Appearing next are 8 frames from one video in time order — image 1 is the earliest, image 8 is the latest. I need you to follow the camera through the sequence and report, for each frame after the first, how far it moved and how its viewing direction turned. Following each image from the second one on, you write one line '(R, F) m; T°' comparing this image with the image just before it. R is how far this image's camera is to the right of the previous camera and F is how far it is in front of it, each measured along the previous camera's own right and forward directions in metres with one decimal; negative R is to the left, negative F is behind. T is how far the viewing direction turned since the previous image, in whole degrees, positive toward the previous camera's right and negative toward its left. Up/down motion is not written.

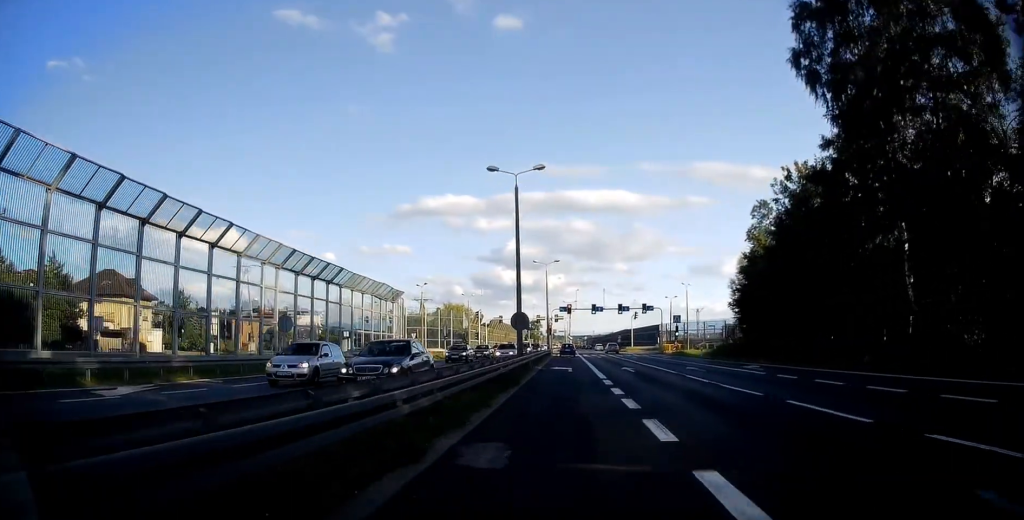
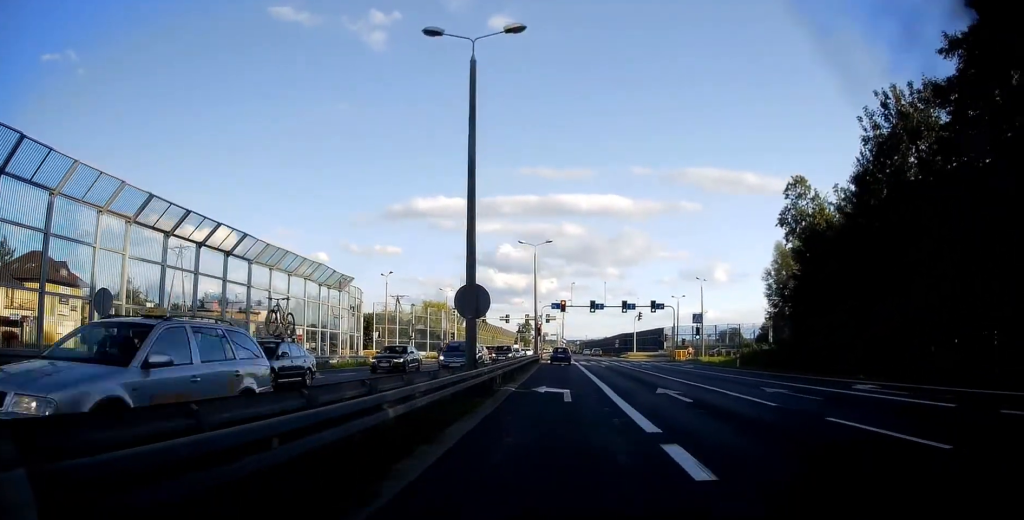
(+0.1, +14.0) m; 0°
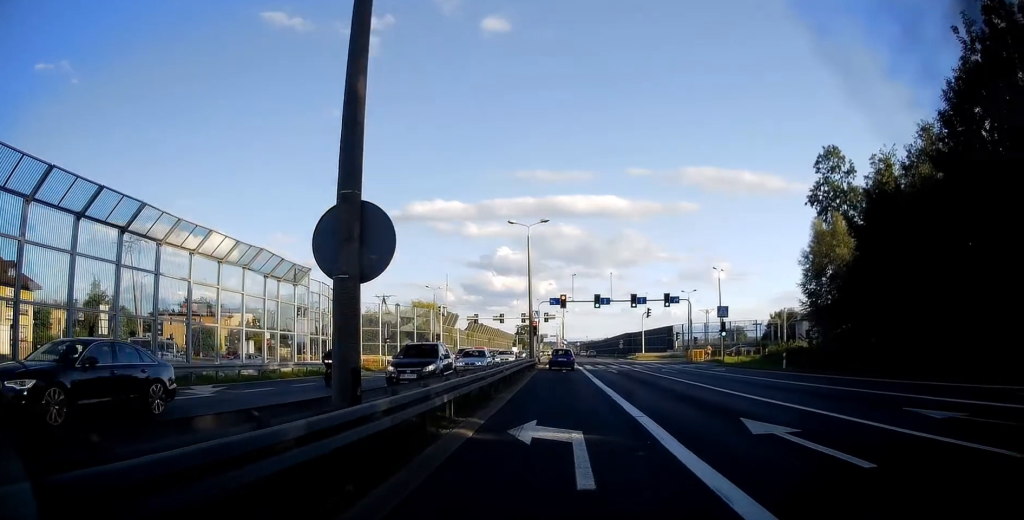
(-0.1, +8.9) m; -3°
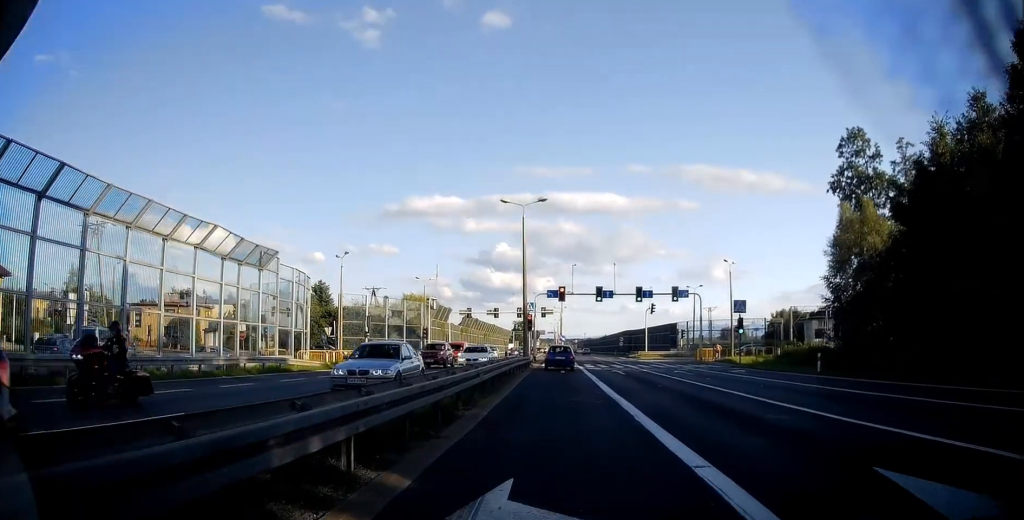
(-0.2, +4.8) m; -1°
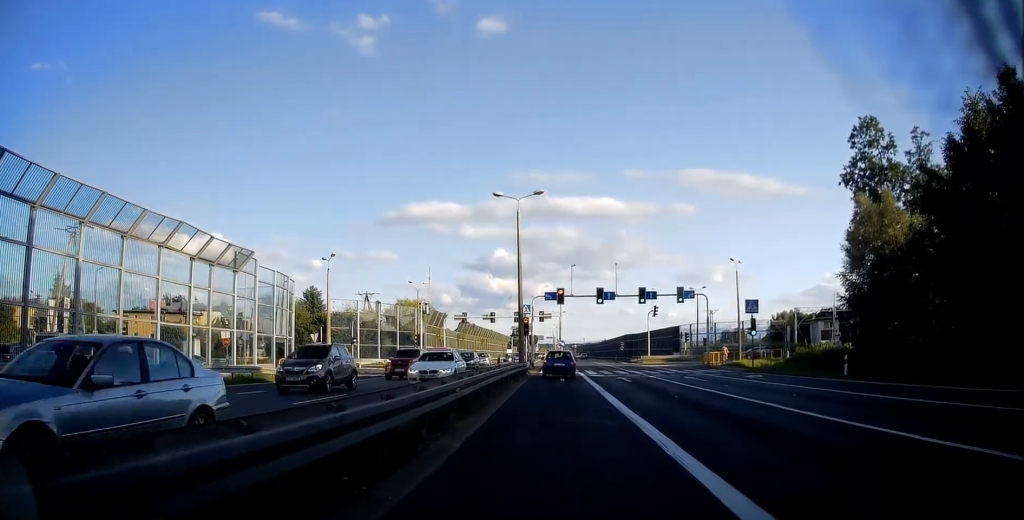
(-0.1, +2.8) m; 0°
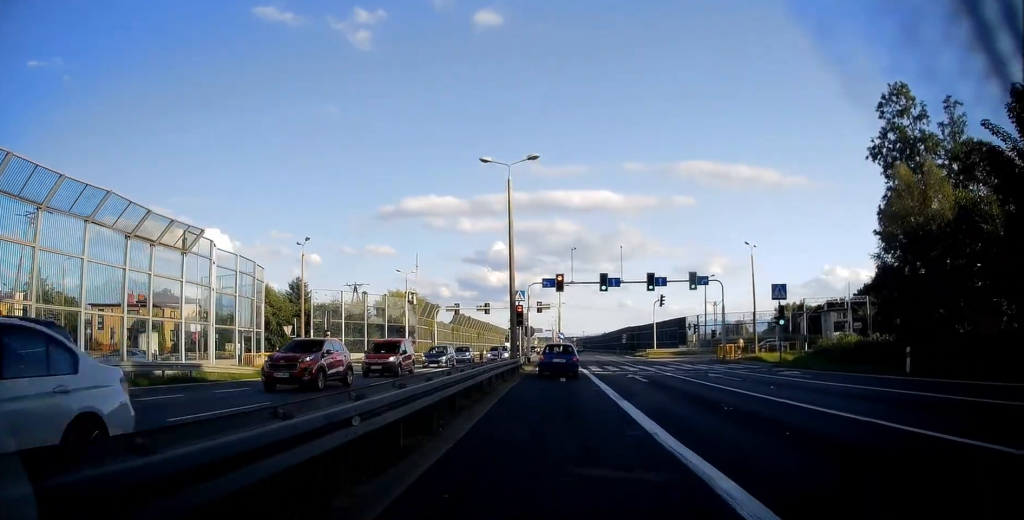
(+0.2, +4.8) m; +4°
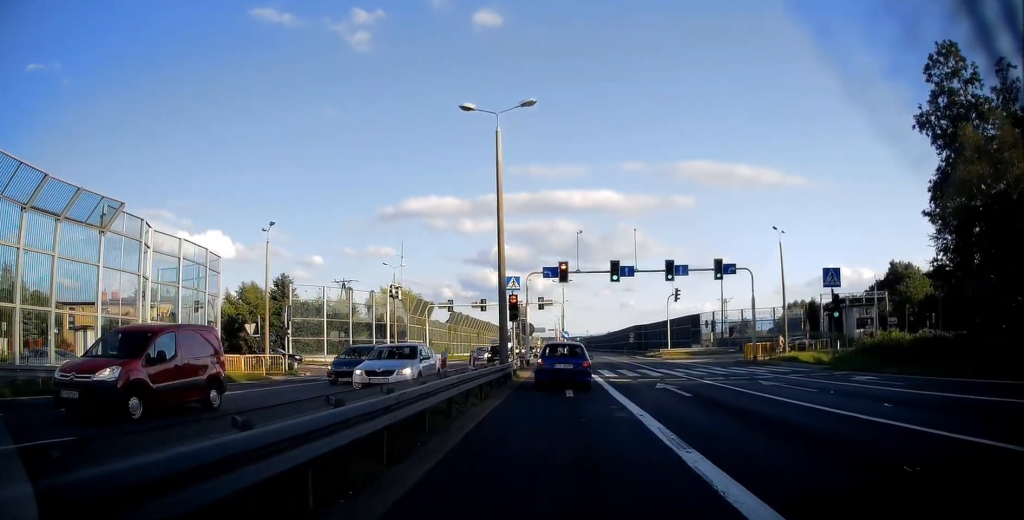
(+0.2, +6.1) m; +1°
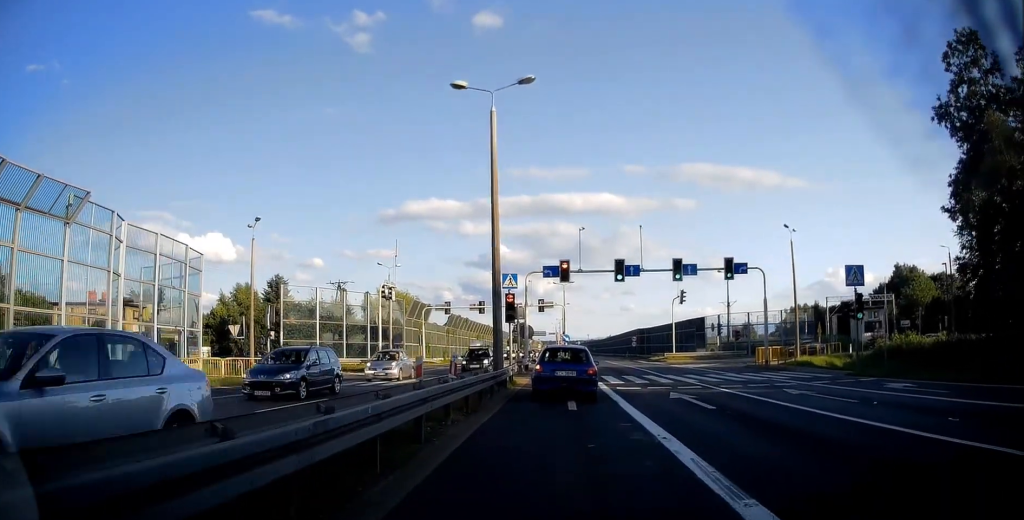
(0.0, +2.1) m; -1°
